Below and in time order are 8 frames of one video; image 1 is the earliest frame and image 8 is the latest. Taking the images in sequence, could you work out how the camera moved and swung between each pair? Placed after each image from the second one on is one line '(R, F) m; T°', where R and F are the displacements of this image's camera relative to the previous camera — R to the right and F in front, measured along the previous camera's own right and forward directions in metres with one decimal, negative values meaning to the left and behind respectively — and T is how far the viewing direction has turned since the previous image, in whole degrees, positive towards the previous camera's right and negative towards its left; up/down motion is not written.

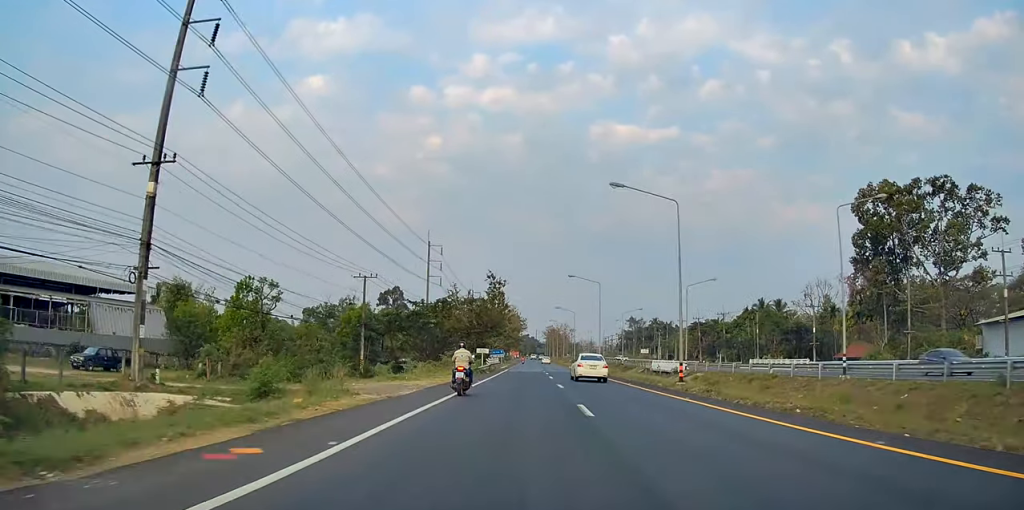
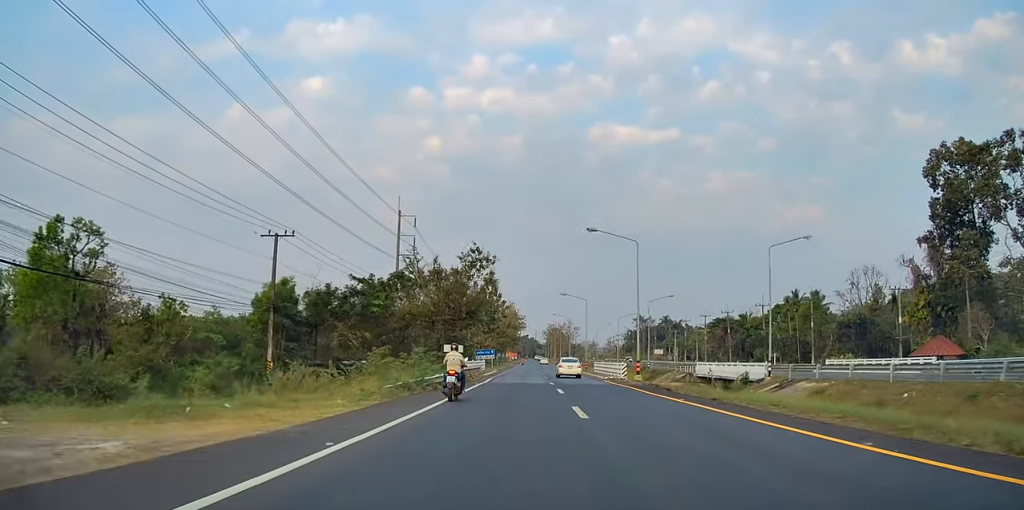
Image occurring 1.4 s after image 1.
(0.0, +23.8) m; 0°
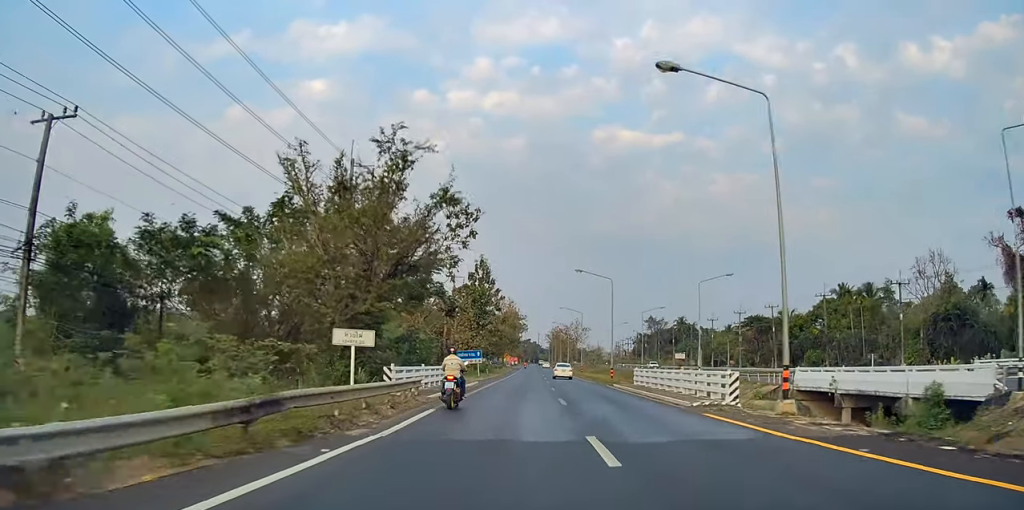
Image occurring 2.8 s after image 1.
(0.0, +23.2) m; 0°
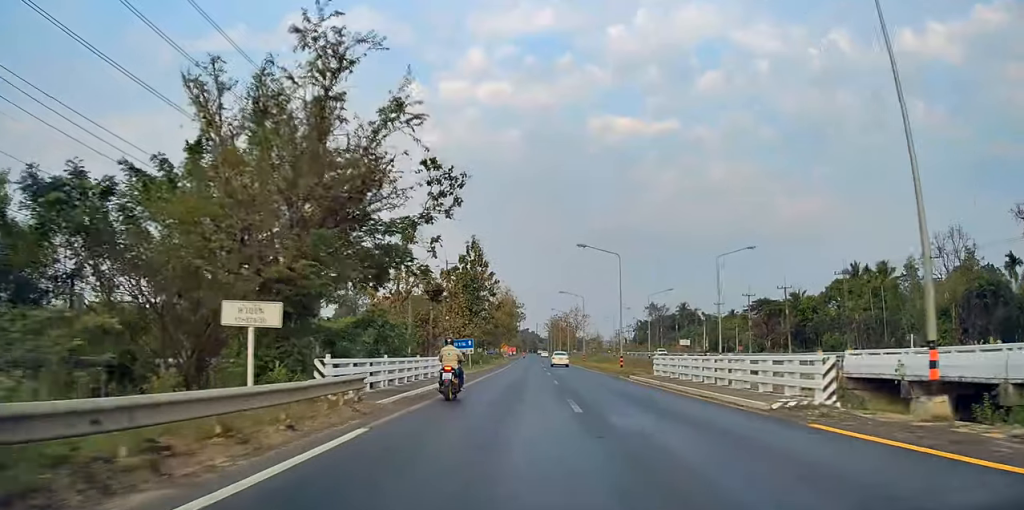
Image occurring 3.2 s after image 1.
(0.0, +6.7) m; 0°
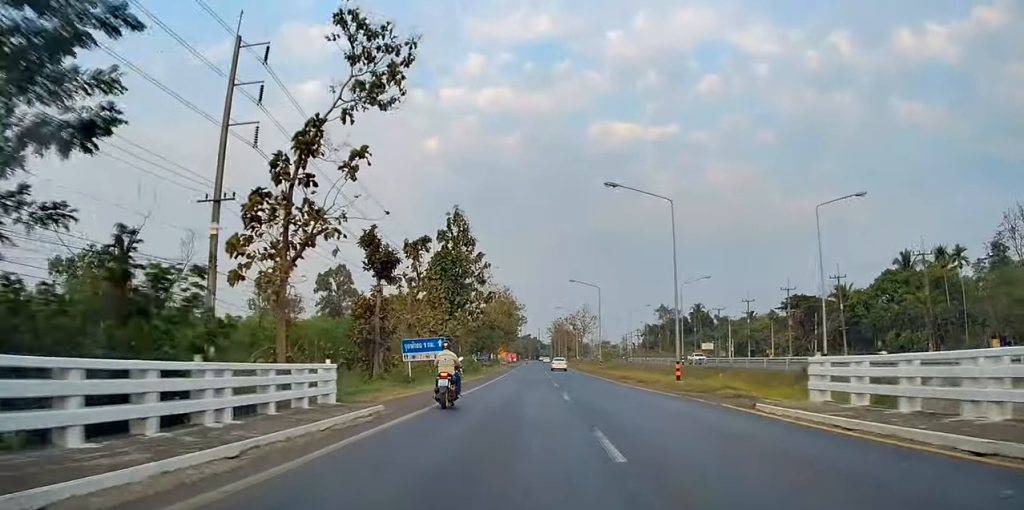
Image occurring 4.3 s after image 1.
(0.0, +17.9) m; 0°
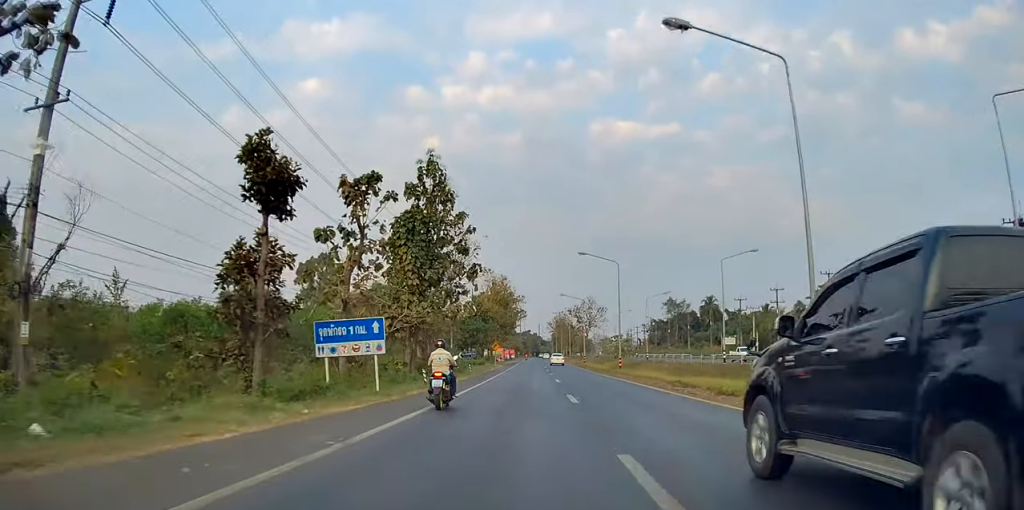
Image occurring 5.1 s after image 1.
(0.0, +14.6) m; 0°
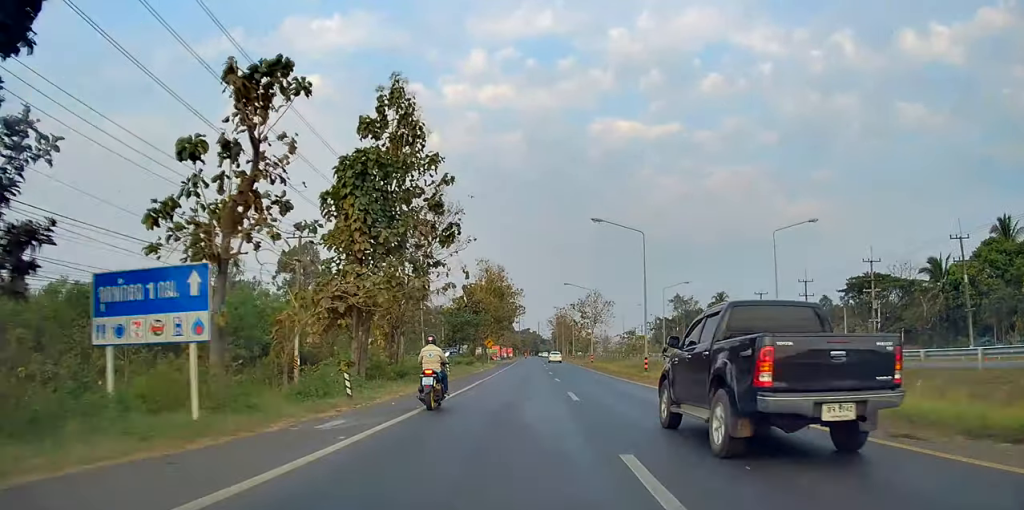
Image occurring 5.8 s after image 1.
(+0.1, +11.9) m; +1°
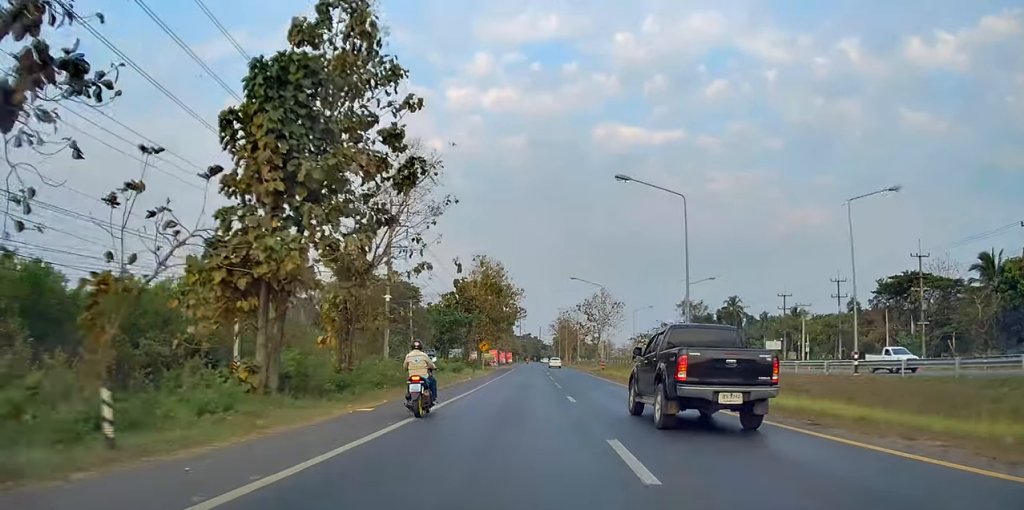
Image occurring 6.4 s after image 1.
(+0.1, +10.6) m; 0°
